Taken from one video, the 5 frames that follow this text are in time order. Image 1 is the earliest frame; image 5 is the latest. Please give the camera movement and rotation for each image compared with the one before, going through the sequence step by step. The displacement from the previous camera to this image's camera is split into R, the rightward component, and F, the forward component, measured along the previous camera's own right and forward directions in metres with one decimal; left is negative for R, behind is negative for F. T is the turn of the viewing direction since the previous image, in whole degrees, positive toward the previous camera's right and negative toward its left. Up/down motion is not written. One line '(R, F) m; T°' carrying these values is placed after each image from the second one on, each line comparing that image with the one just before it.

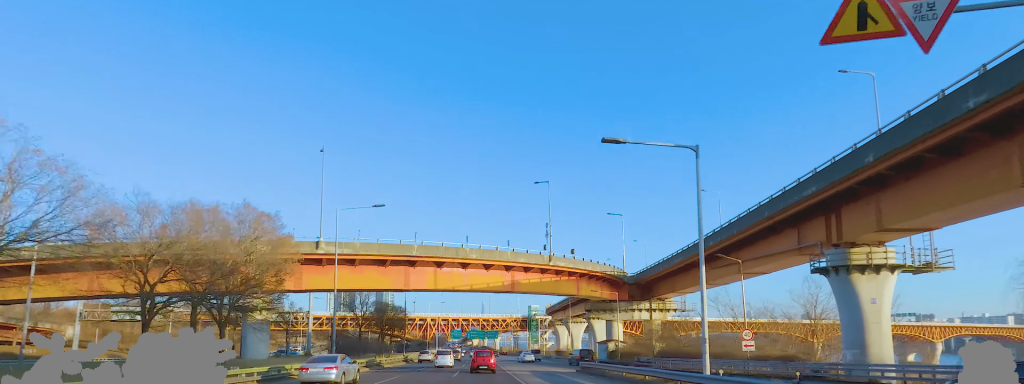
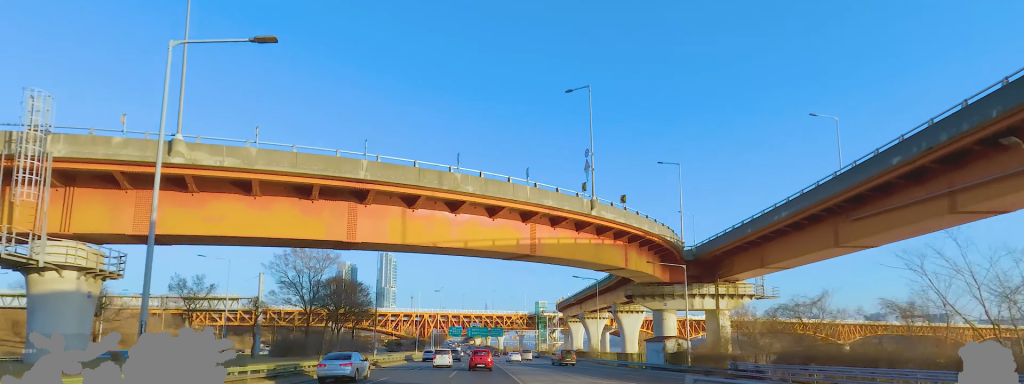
(+0.9, +20.3) m; +3°
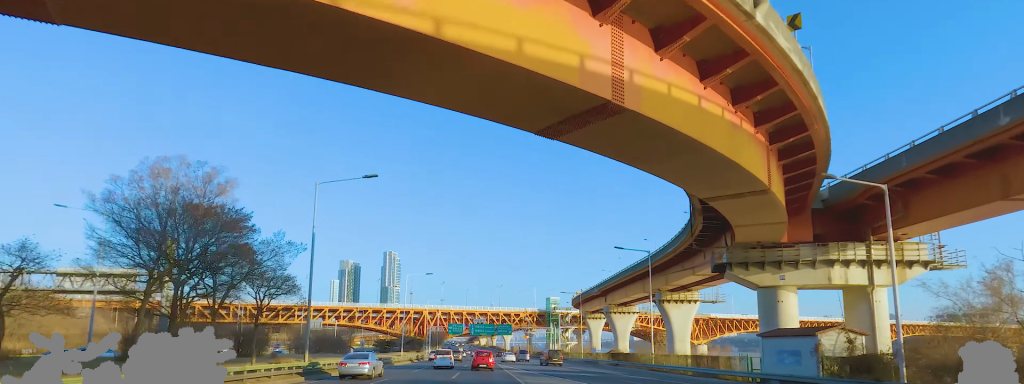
(0.0, +21.5) m; 0°
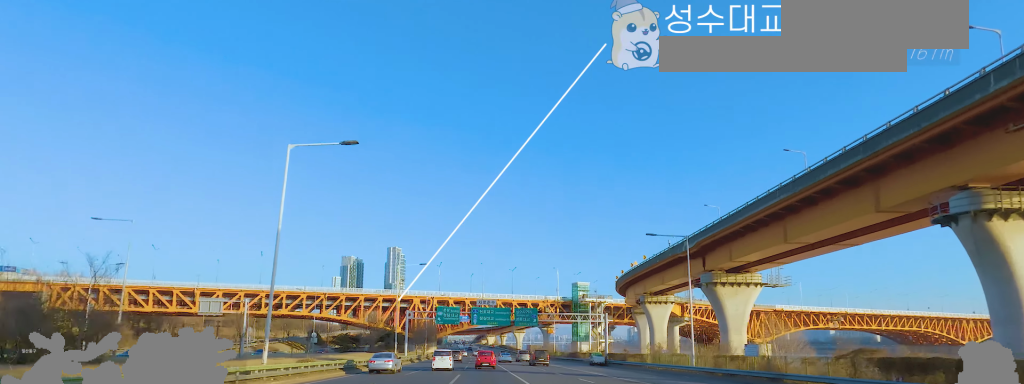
(0.0, +45.9) m; -4°
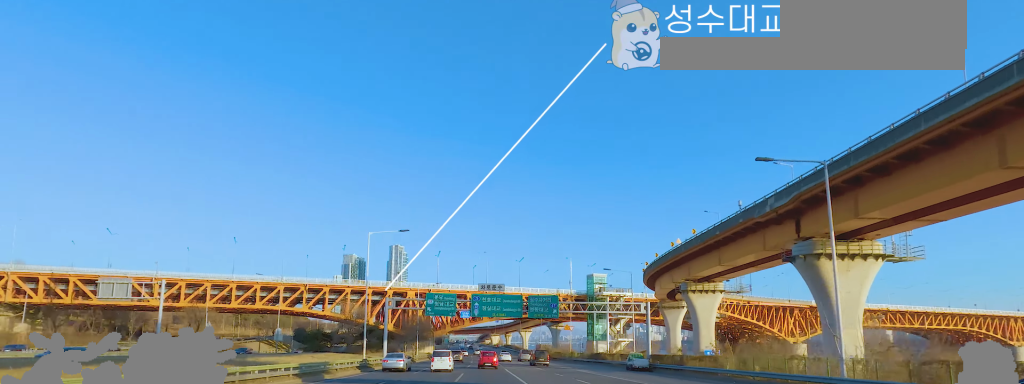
(-1.1, +18.2) m; -2°
